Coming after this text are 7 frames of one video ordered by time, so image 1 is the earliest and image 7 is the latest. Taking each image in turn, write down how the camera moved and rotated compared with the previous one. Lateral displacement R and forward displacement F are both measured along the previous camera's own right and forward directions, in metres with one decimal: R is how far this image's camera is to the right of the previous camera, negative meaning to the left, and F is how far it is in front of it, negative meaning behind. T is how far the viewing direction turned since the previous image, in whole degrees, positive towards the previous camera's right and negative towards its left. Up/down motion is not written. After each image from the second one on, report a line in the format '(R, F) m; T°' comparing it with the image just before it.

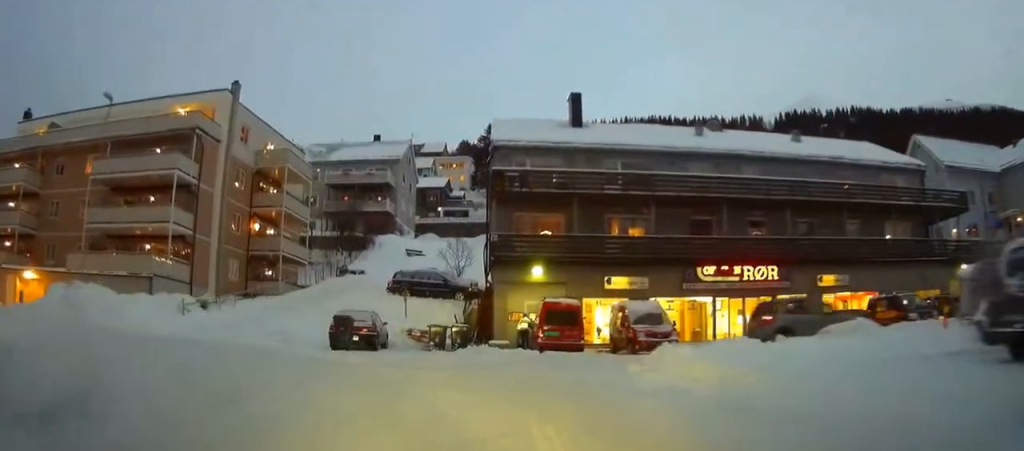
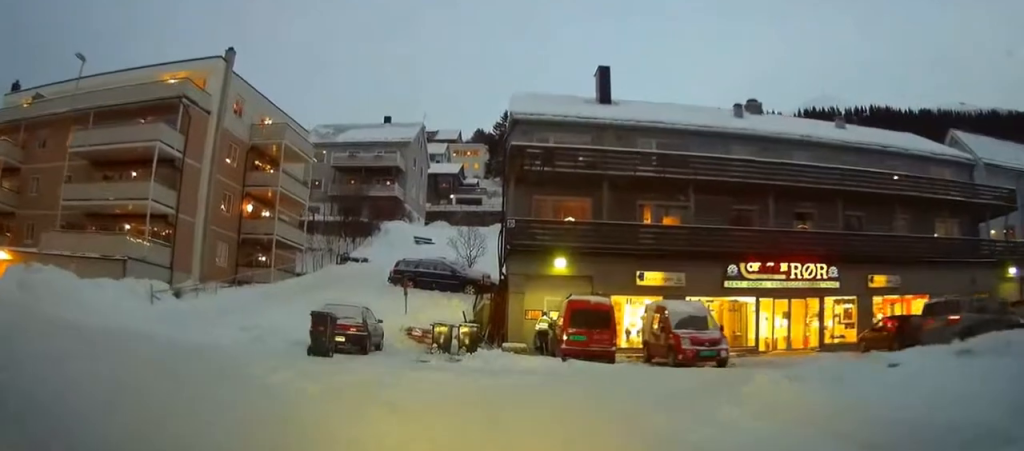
(-0.1, +4.3) m; -2°
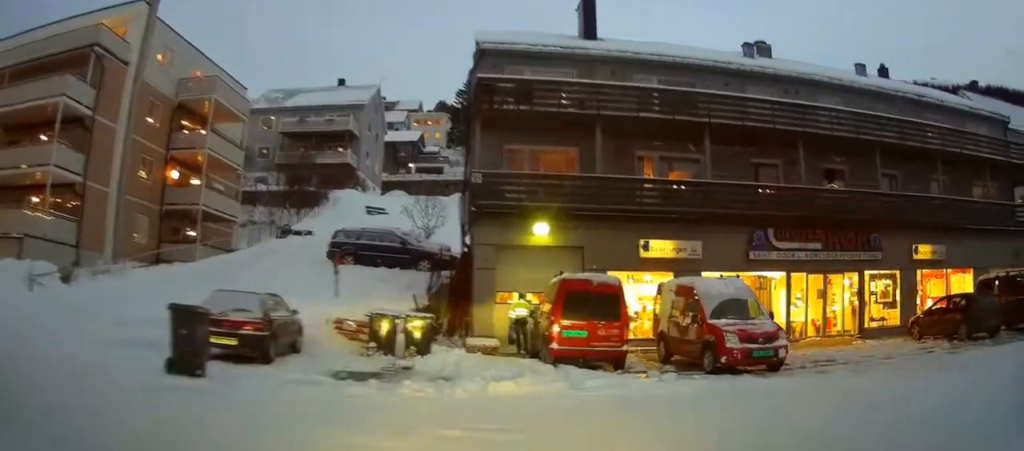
(+0.2, +7.7) m; +9°
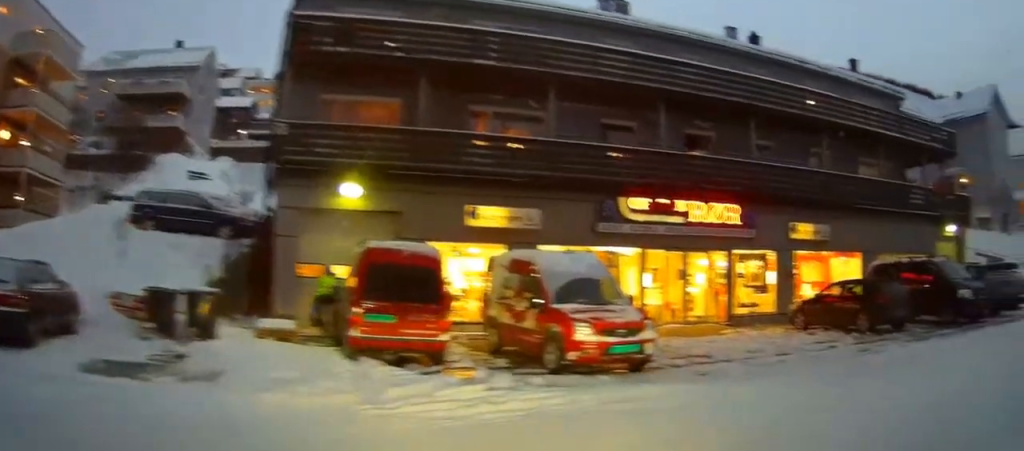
(+0.3, +3.9) m; +11°
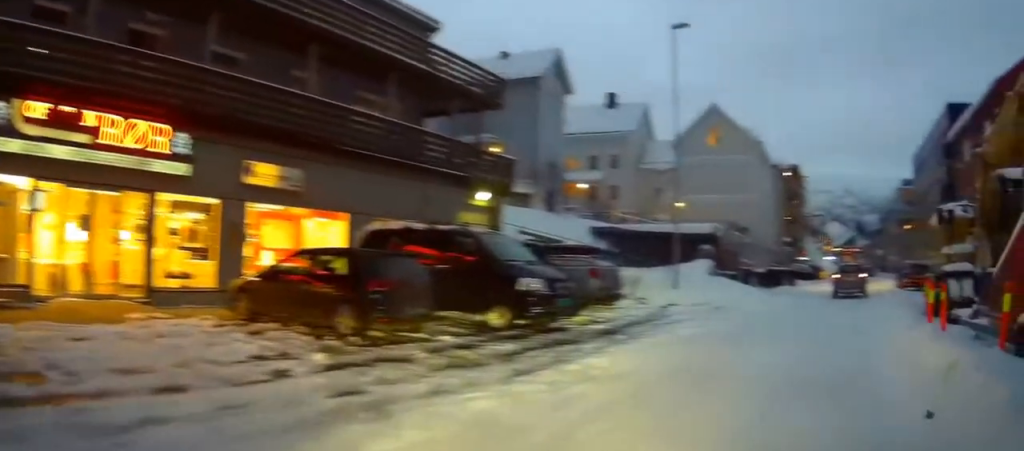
(+1.9, +6.4) m; +37°
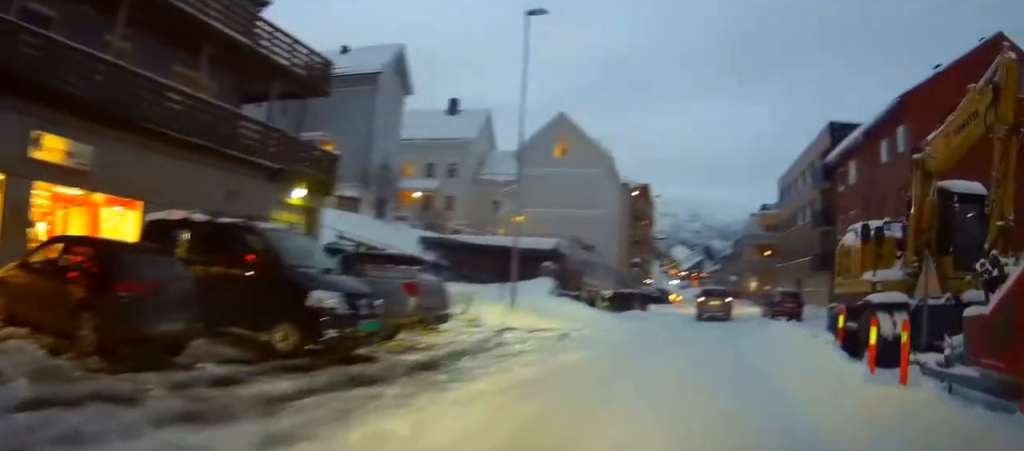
(+0.4, +2.5) m; +14°
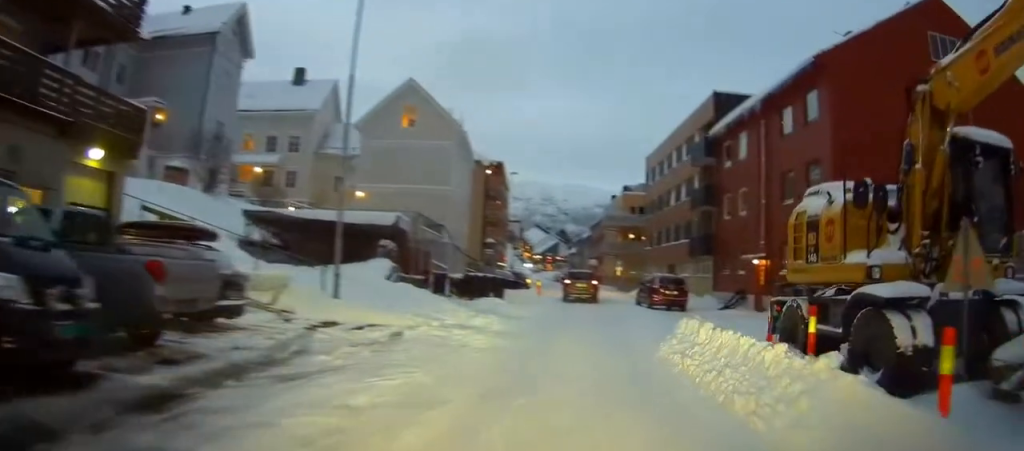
(+0.6, +4.0) m; +15°
